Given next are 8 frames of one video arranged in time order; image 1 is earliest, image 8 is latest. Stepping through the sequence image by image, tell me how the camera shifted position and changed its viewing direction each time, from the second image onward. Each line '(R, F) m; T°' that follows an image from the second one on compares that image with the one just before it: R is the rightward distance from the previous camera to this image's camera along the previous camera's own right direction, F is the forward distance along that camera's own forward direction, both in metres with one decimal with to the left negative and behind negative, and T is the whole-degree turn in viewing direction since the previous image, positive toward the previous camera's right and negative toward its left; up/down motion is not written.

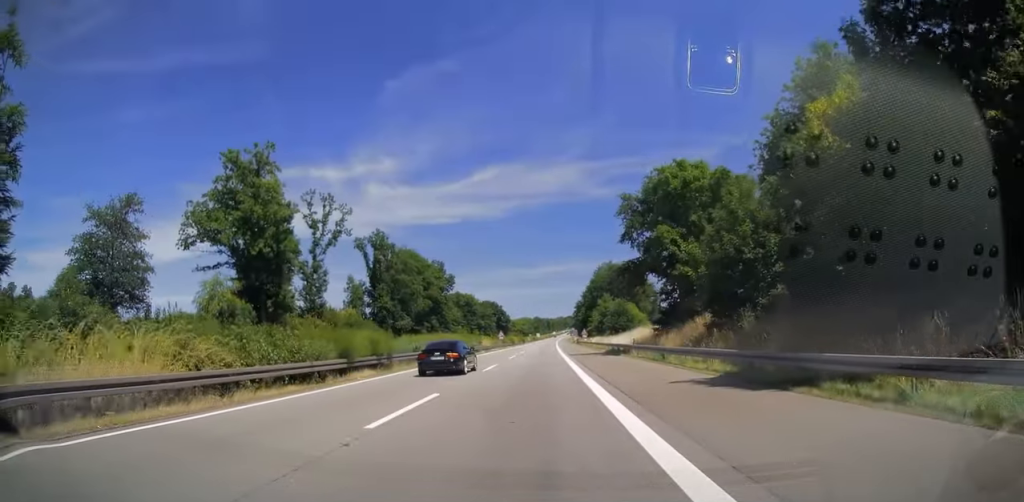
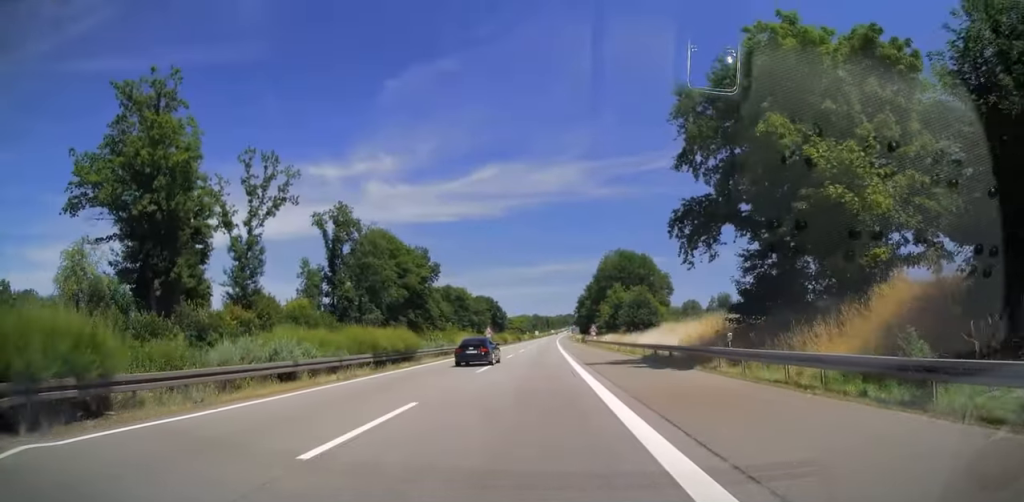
(0.0, +20.6) m; 0°
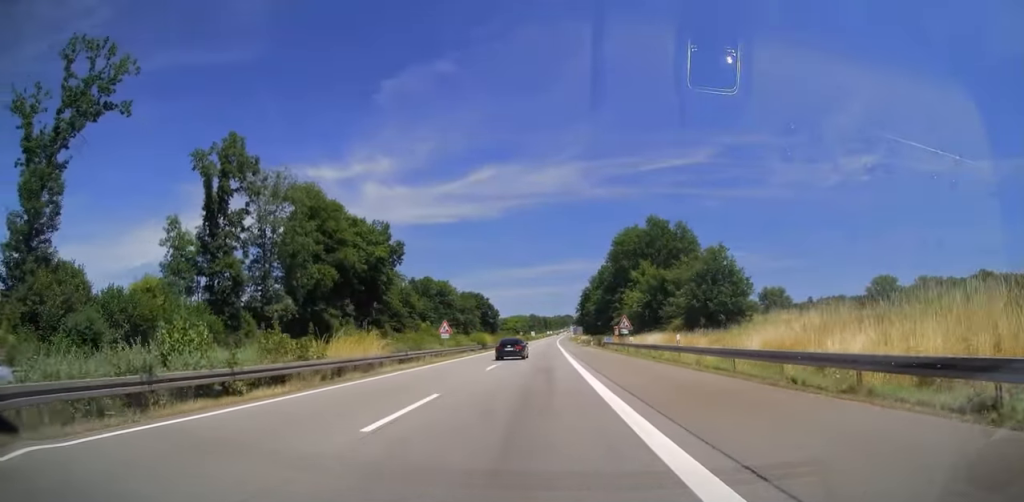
(0.0, +33.3) m; 0°
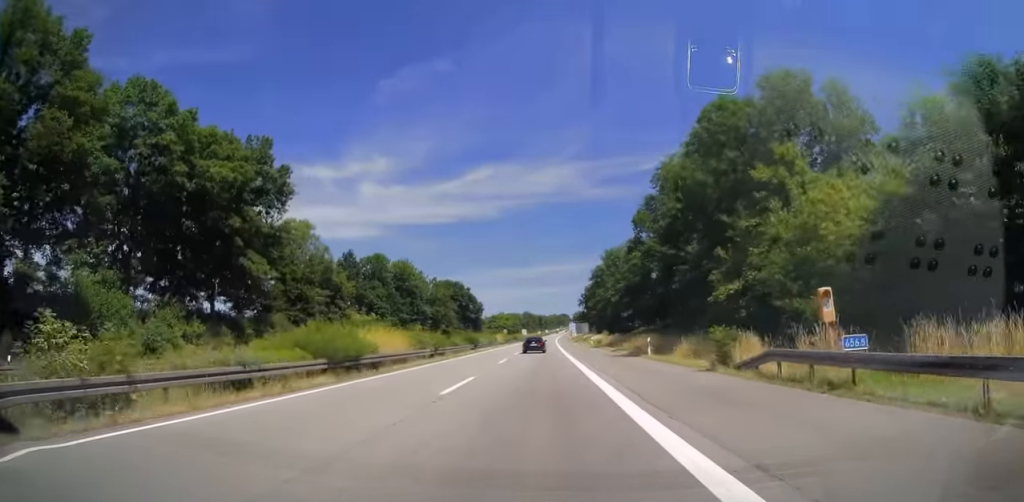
(0.0, +47.5) m; 0°
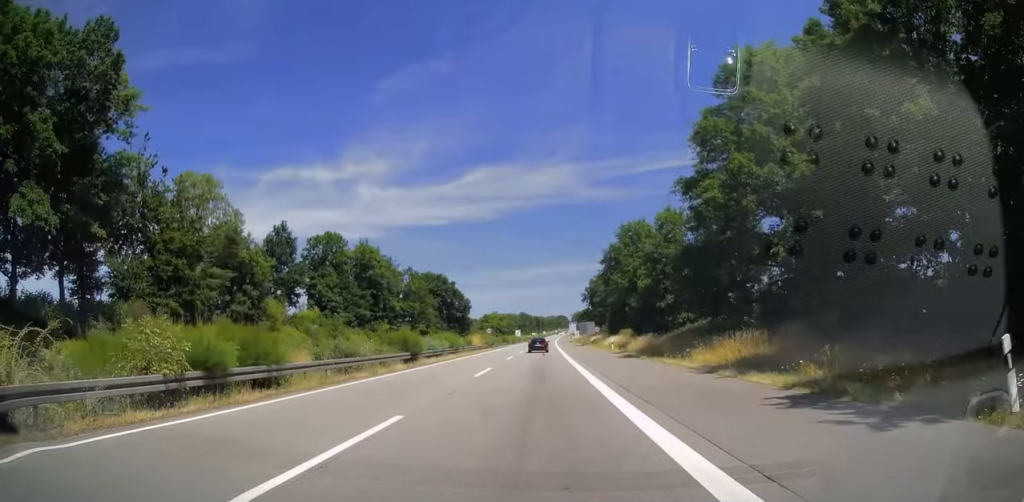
(+0.1, +28.1) m; +1°
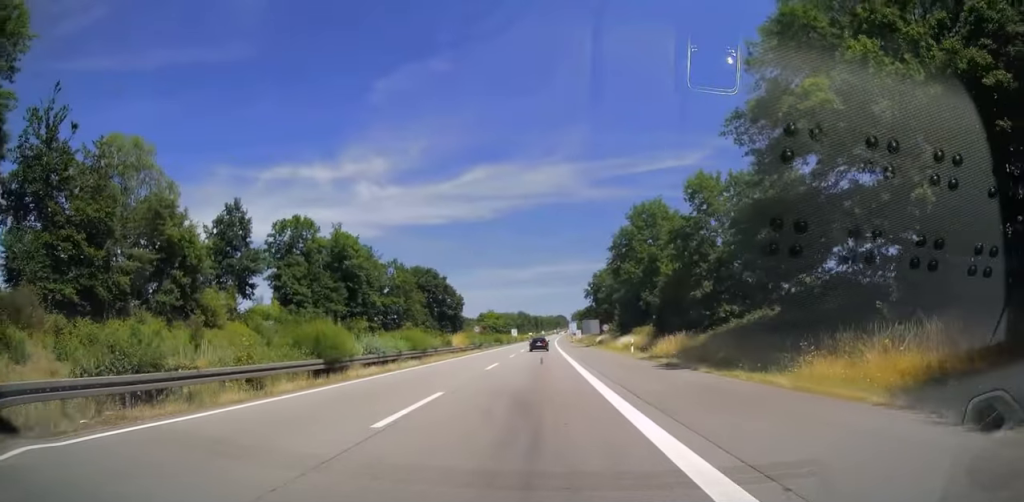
(+0.2, +13.2) m; 0°
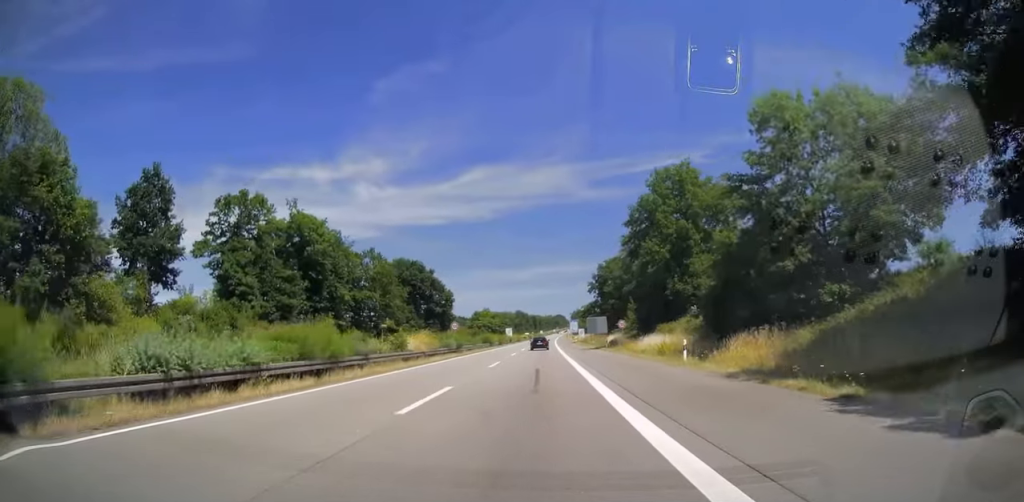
(+0.1, +16.2) m; 0°
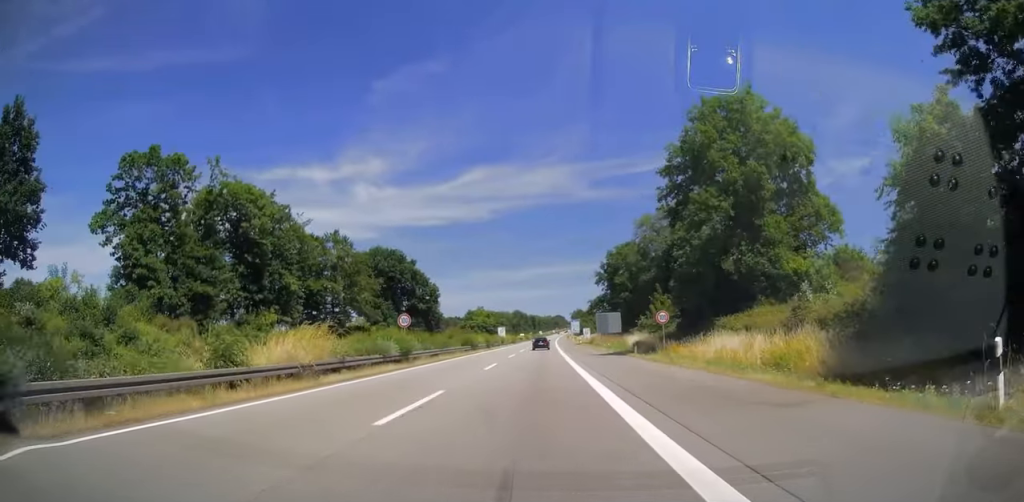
(-0.2, +19.1) m; 0°
